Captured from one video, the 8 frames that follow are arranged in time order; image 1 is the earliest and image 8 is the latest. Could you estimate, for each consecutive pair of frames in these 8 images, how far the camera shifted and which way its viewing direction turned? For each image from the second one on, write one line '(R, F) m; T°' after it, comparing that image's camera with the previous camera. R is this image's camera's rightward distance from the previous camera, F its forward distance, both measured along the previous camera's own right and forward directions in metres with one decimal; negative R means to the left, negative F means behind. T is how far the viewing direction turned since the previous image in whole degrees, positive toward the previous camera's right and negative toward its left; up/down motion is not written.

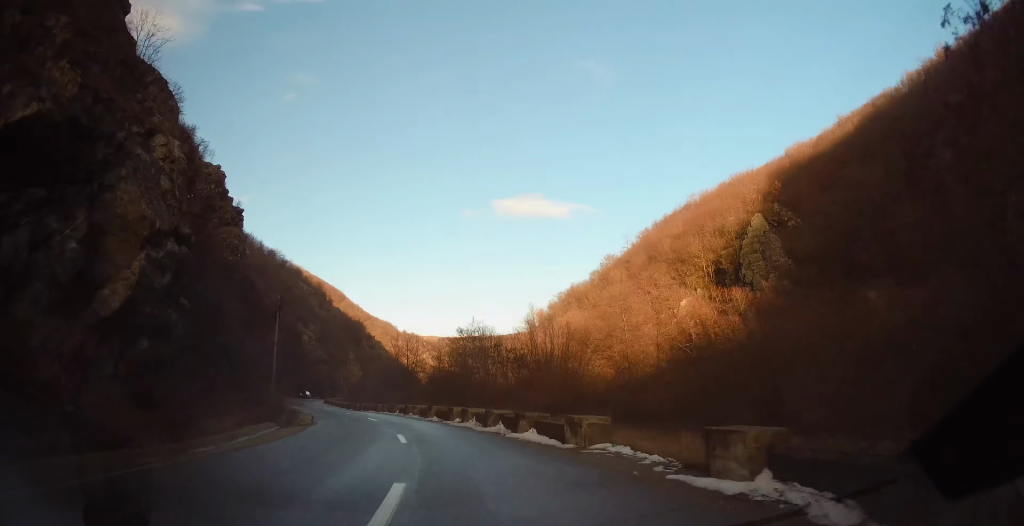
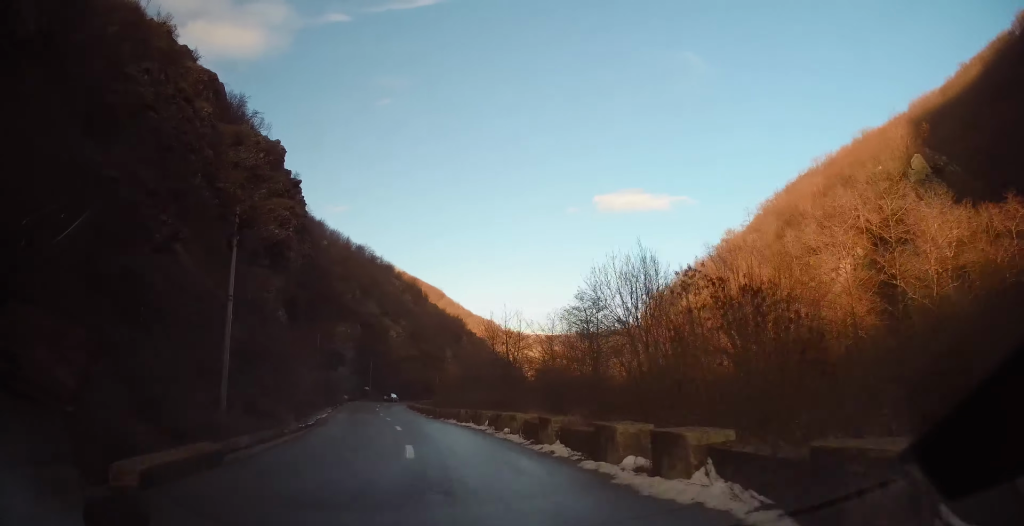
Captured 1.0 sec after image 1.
(-1.6, +16.6) m; -10°
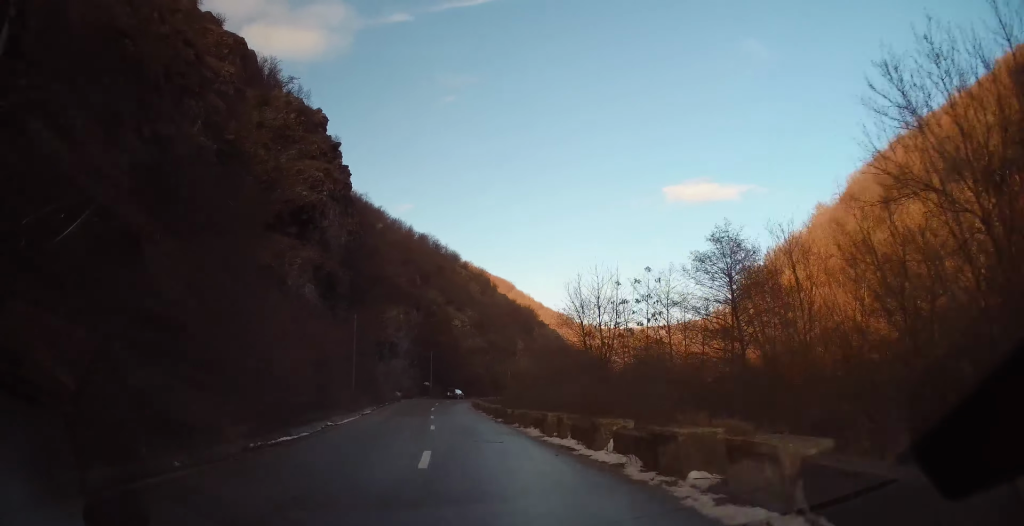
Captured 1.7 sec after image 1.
(-0.6, +12.1) m; -5°
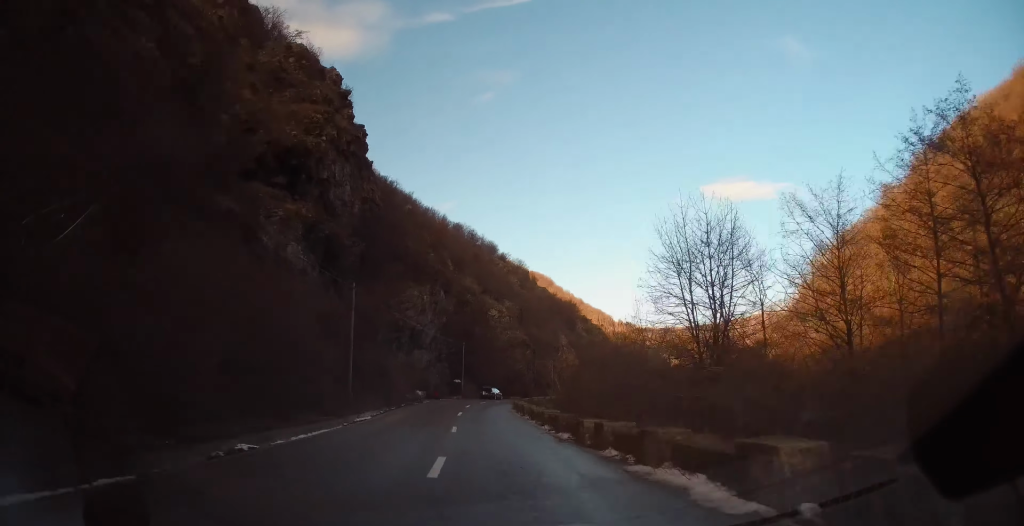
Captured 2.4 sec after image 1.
(-0.4, +12.1) m; -1°
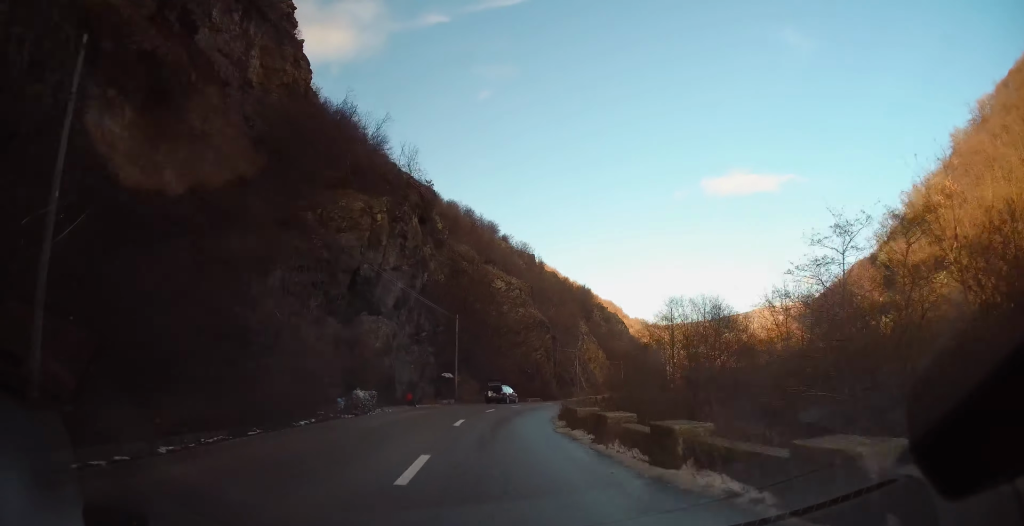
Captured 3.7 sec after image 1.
(-0.1, +23.2) m; +1°
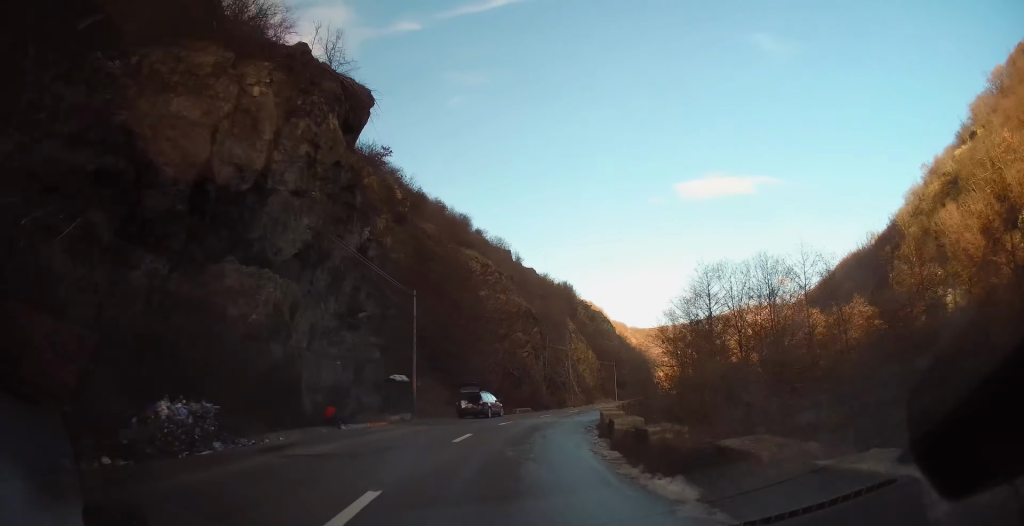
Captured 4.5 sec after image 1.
(+0.1, +13.2) m; +5°
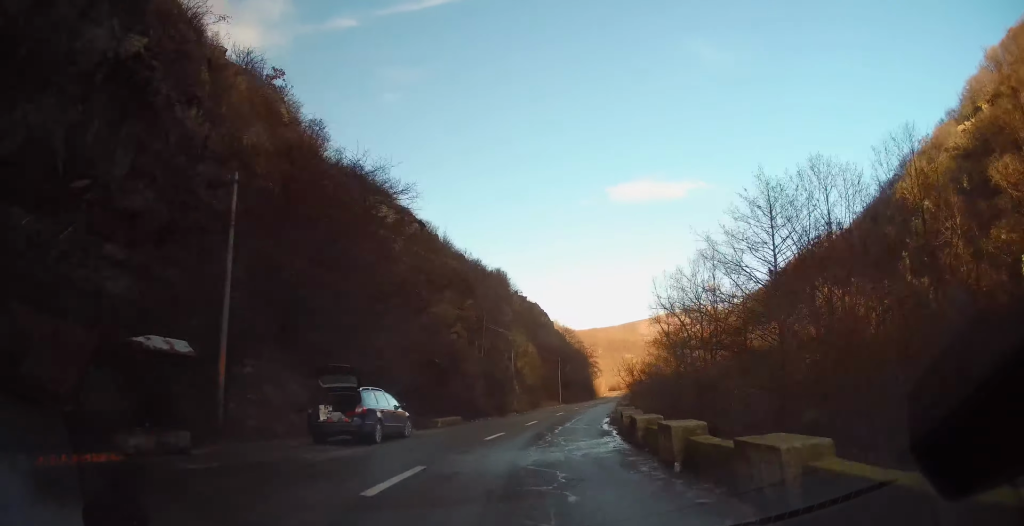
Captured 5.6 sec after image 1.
(+1.3, +17.0) m; +8°
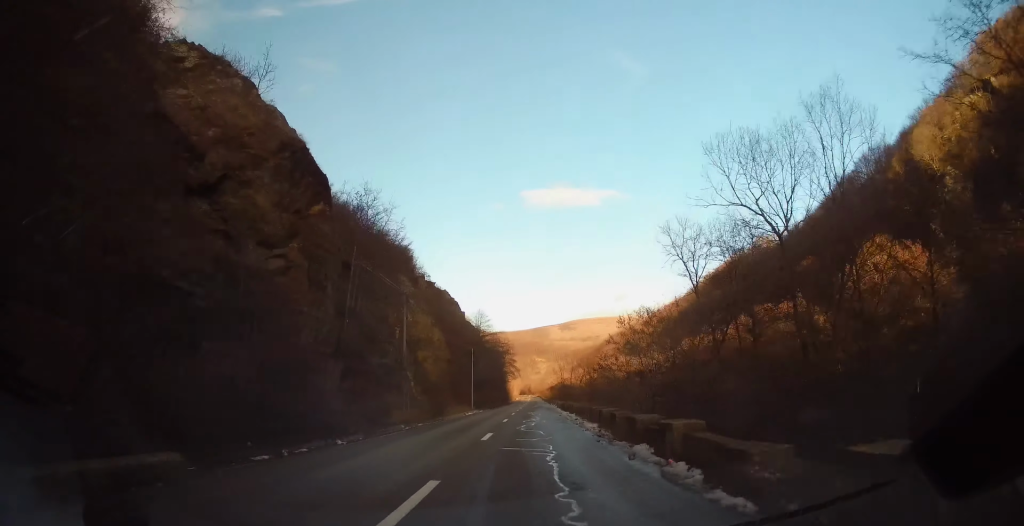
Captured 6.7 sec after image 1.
(+1.4, +19.7) m; +8°
